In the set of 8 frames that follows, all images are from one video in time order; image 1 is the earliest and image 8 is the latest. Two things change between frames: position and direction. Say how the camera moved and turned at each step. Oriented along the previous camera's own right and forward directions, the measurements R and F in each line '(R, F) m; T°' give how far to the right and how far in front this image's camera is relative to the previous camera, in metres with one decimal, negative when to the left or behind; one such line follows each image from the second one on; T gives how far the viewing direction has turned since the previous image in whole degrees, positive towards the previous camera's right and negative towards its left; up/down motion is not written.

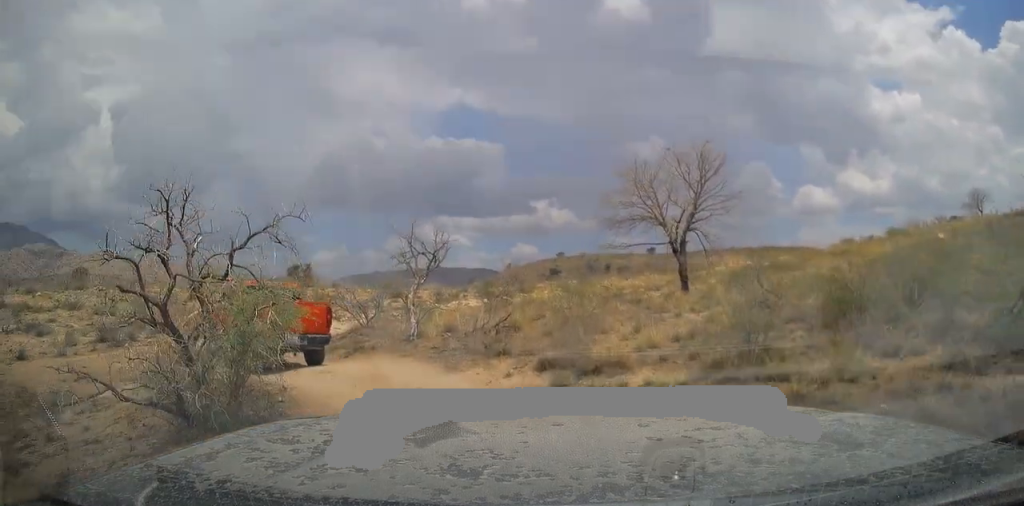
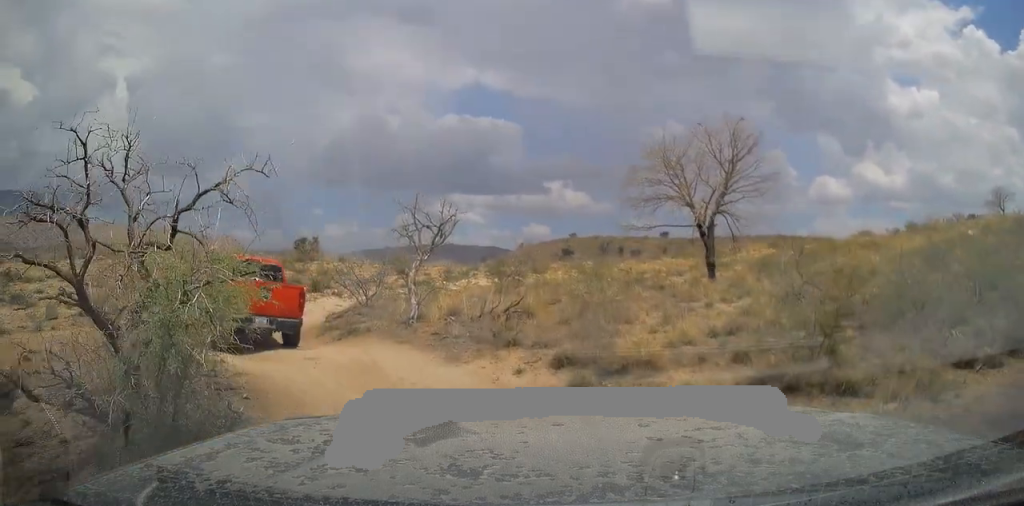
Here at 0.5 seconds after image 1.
(0.0, +1.4) m; +3°
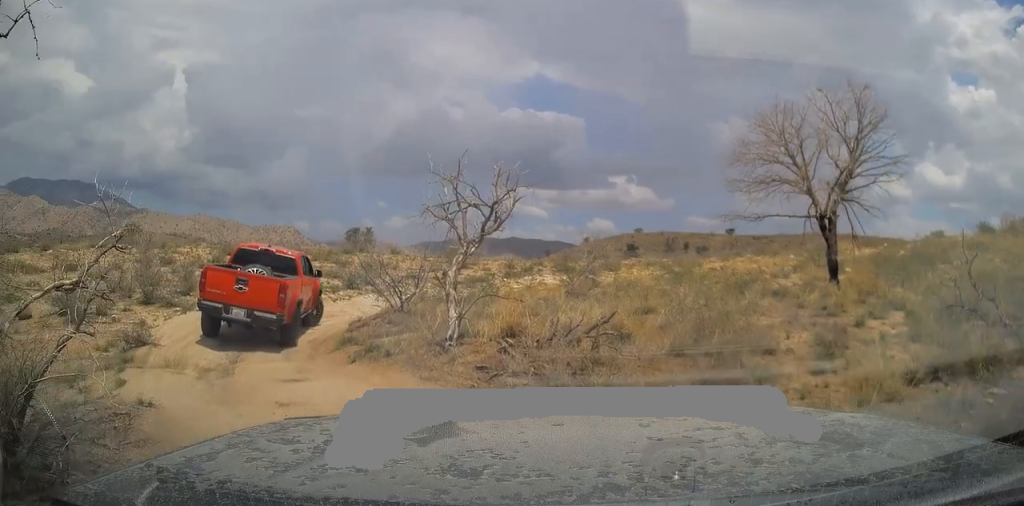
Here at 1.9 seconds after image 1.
(-0.3, +3.5) m; -20°
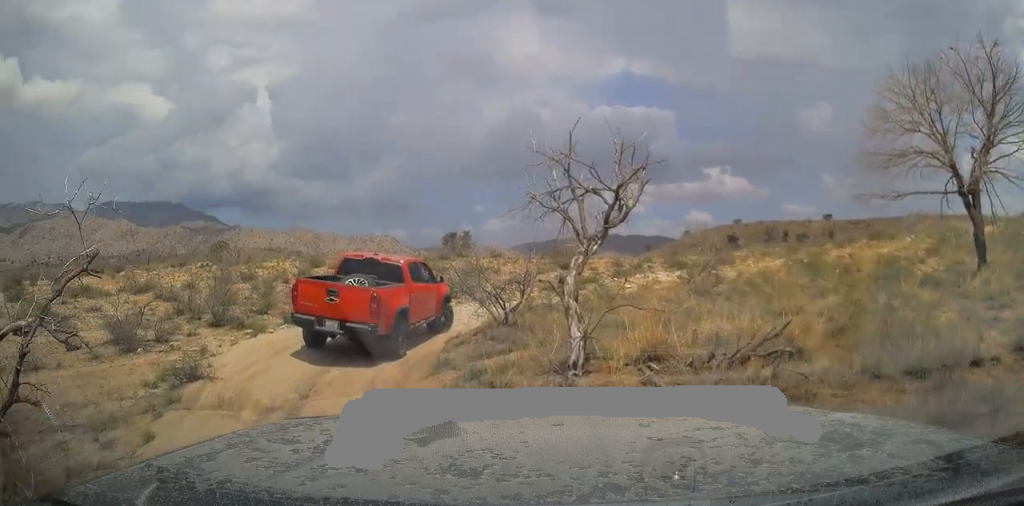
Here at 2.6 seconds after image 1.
(-0.4, +1.9) m; -10°
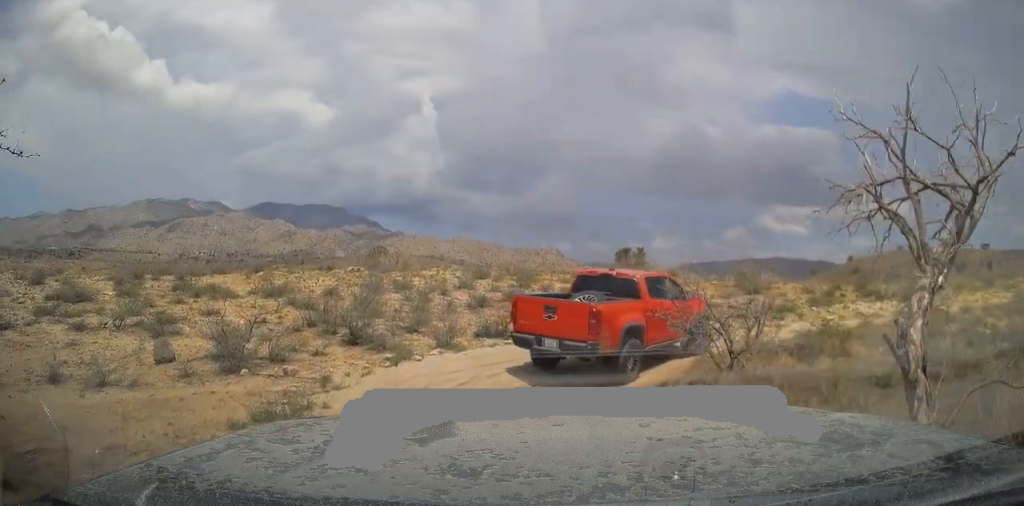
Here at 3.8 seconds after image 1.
(0.0, +2.8) m; -6°
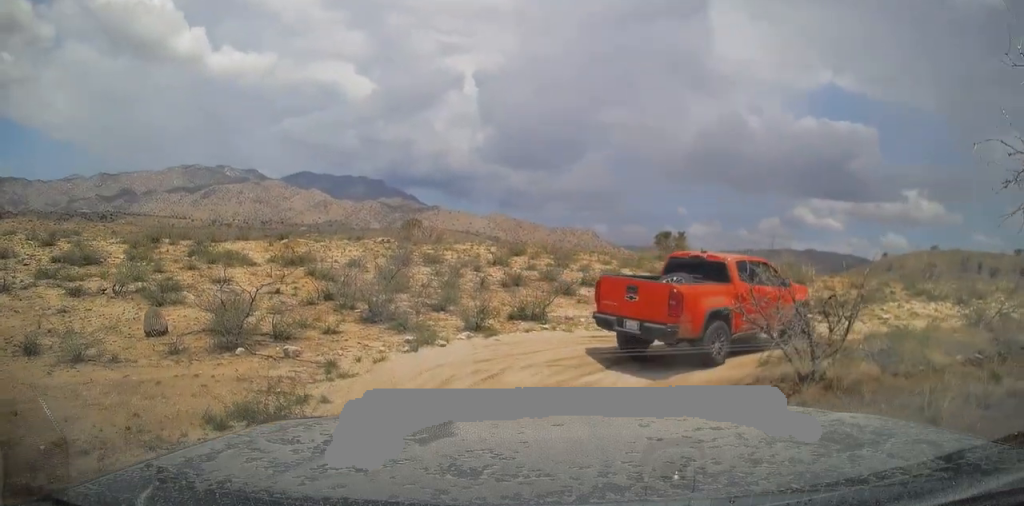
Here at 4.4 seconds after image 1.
(-0.4, +1.4) m; -1°
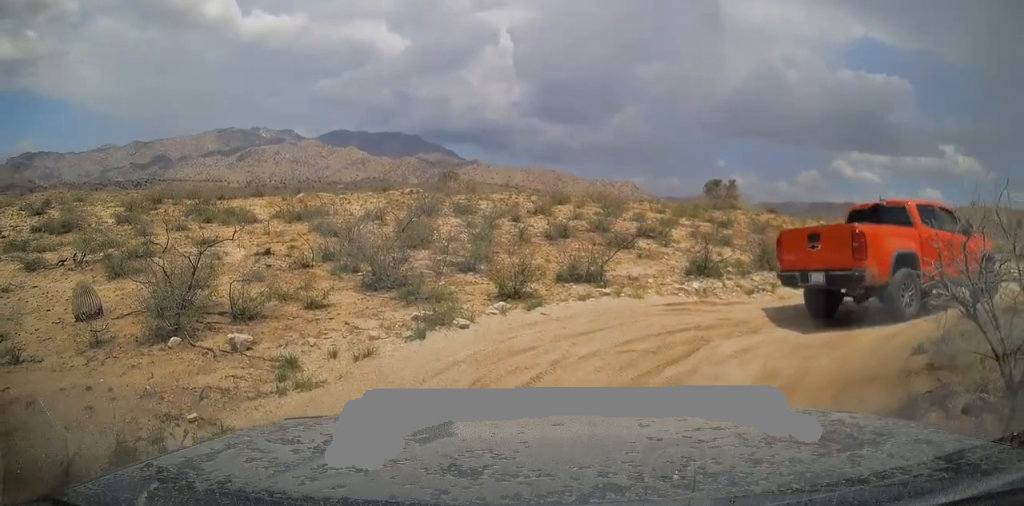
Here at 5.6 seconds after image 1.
(+0.5, +2.5) m; +3°
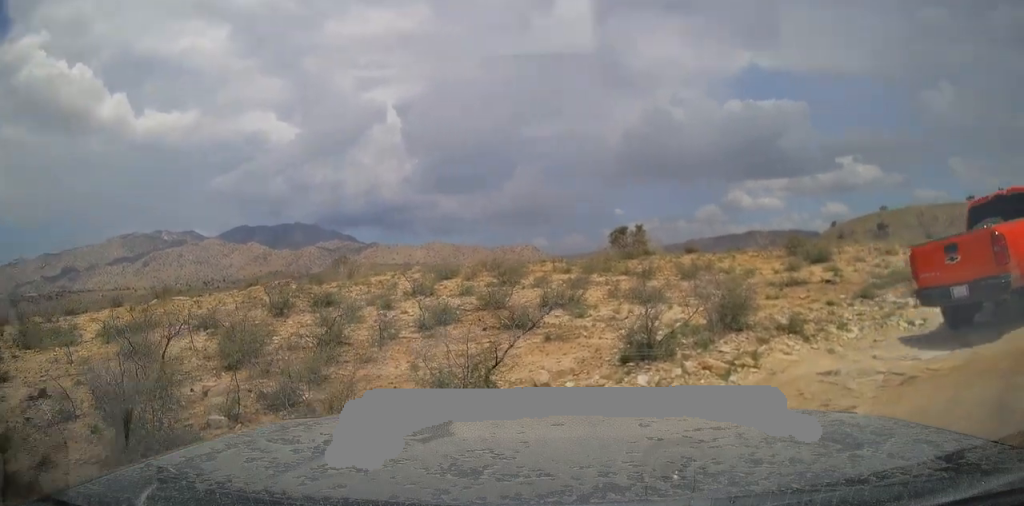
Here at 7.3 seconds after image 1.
(+0.3, +3.6) m; +17°
